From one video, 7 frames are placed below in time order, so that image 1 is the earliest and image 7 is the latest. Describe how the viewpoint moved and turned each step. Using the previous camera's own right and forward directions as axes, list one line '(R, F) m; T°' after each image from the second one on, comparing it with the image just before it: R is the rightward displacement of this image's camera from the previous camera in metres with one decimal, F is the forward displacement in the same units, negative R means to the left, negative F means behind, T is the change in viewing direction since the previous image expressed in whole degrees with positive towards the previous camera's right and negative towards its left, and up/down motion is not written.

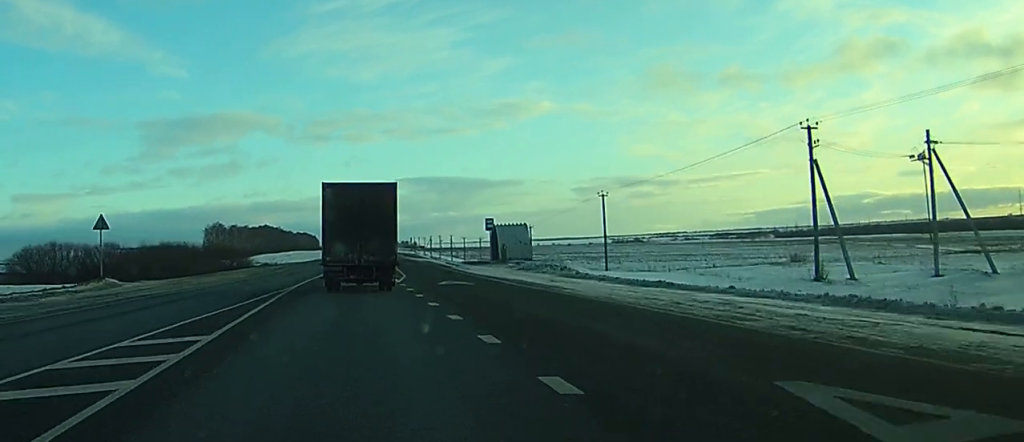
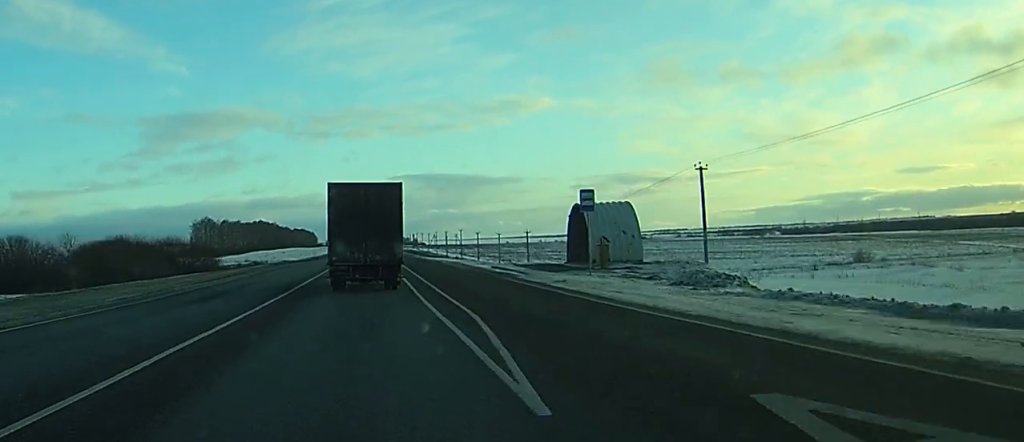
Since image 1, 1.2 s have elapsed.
(+0.1, +28.4) m; 0°
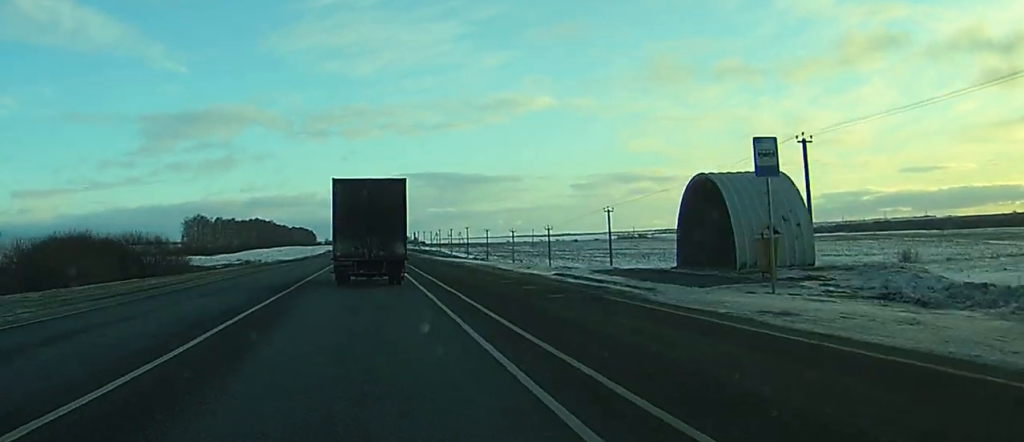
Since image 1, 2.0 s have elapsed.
(+0.1, +16.7) m; 0°
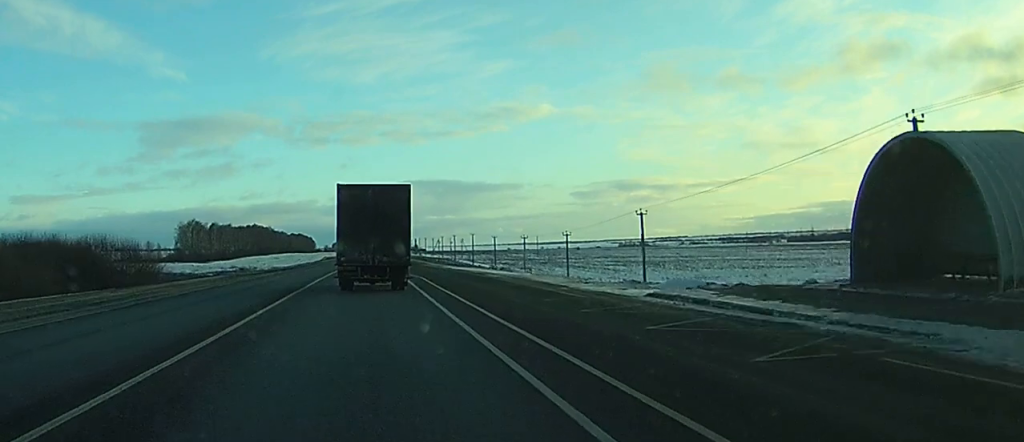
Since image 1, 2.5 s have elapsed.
(0.0, +11.3) m; 0°
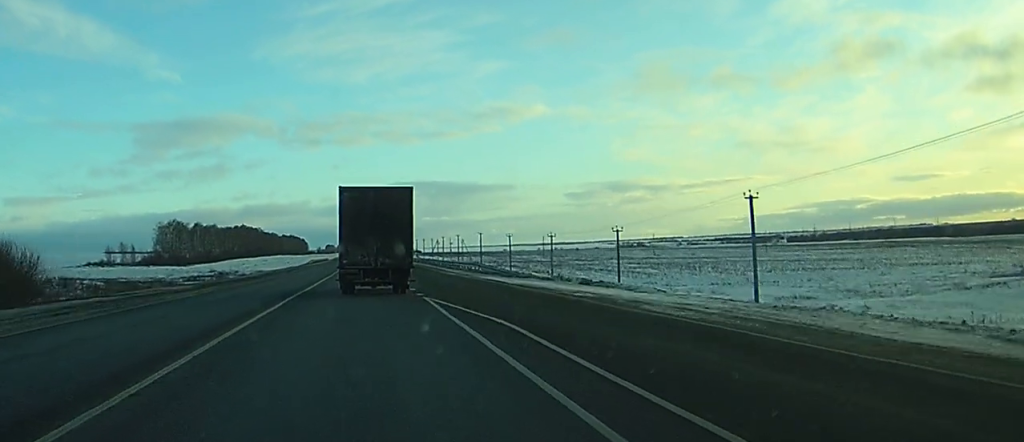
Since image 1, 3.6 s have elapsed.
(0.0, +25.0) m; 0°
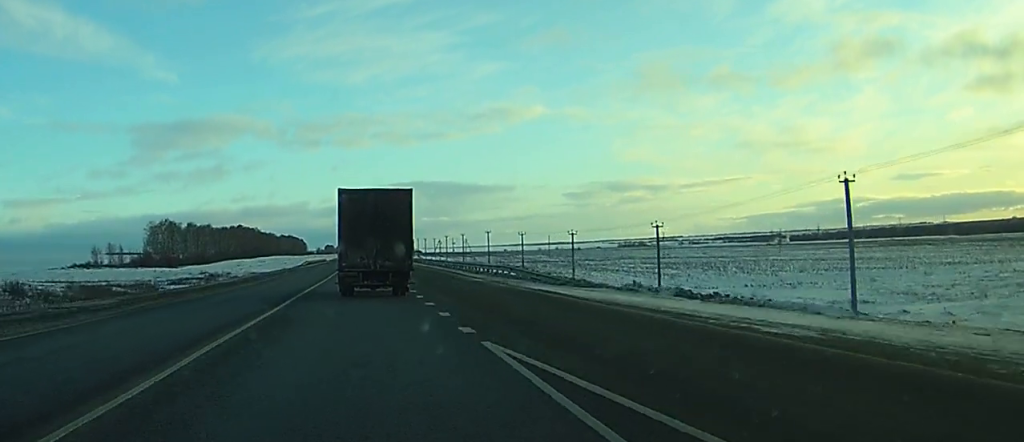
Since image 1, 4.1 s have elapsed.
(0.0, +12.2) m; 0°
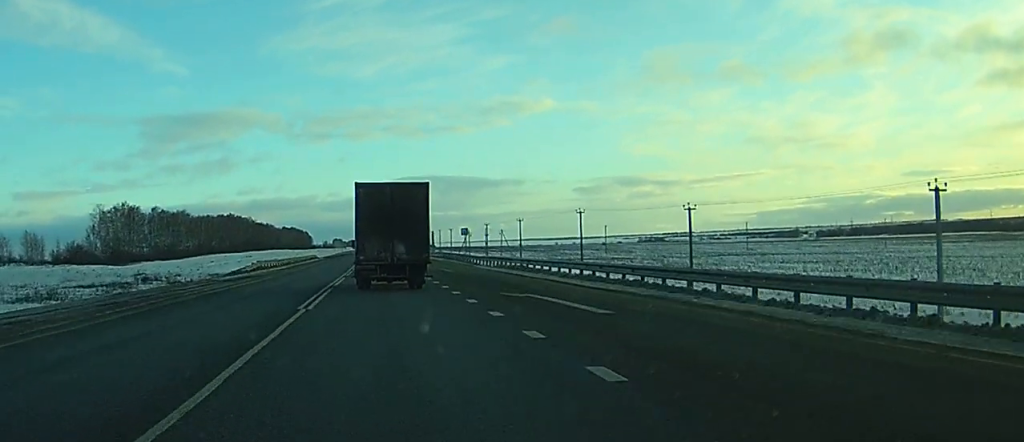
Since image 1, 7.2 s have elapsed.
(-0.1, +70.0) m; 0°
